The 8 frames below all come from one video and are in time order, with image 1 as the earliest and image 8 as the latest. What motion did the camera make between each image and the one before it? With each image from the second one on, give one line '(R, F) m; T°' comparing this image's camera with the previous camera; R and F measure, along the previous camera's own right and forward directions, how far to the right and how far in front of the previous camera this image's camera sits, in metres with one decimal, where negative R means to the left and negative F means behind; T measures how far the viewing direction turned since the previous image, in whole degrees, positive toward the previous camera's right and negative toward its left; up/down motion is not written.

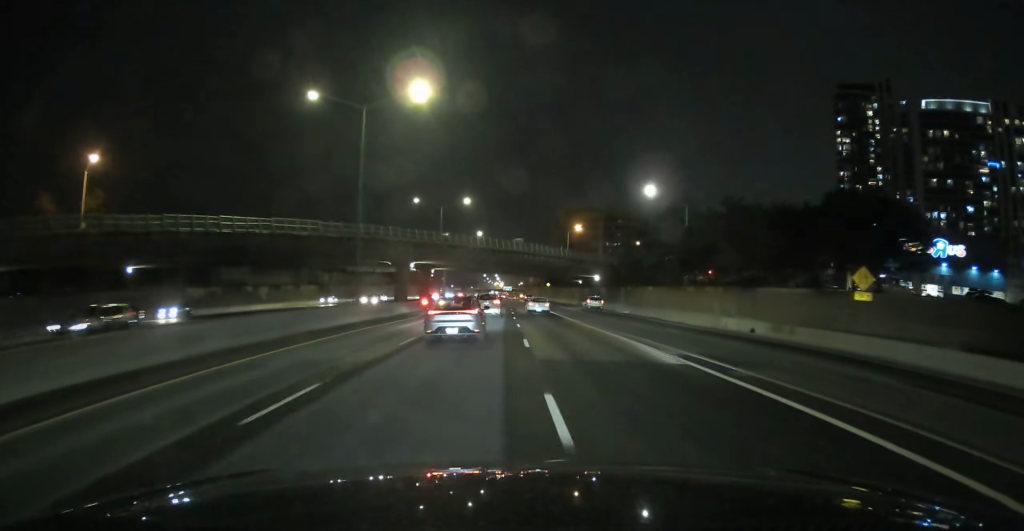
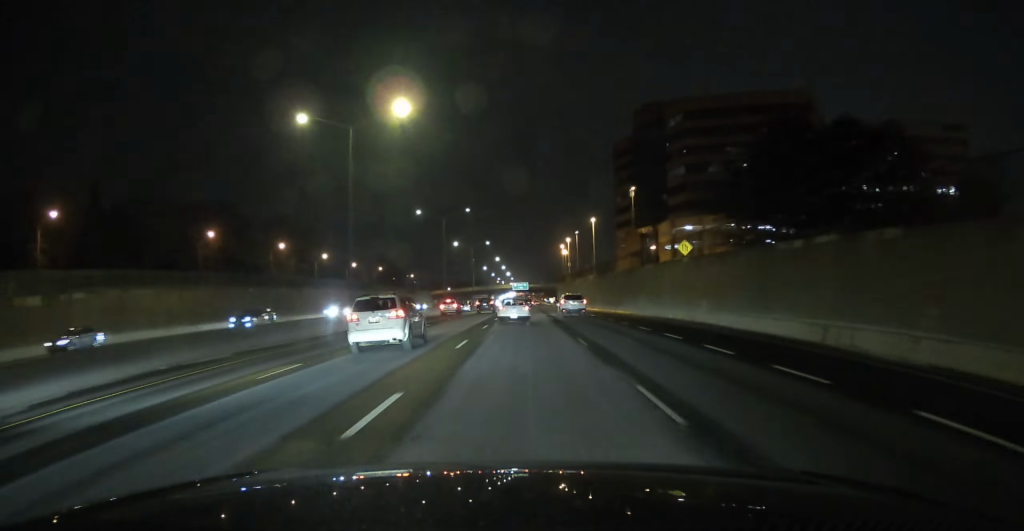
(-1.5, +180.3) m; -1°
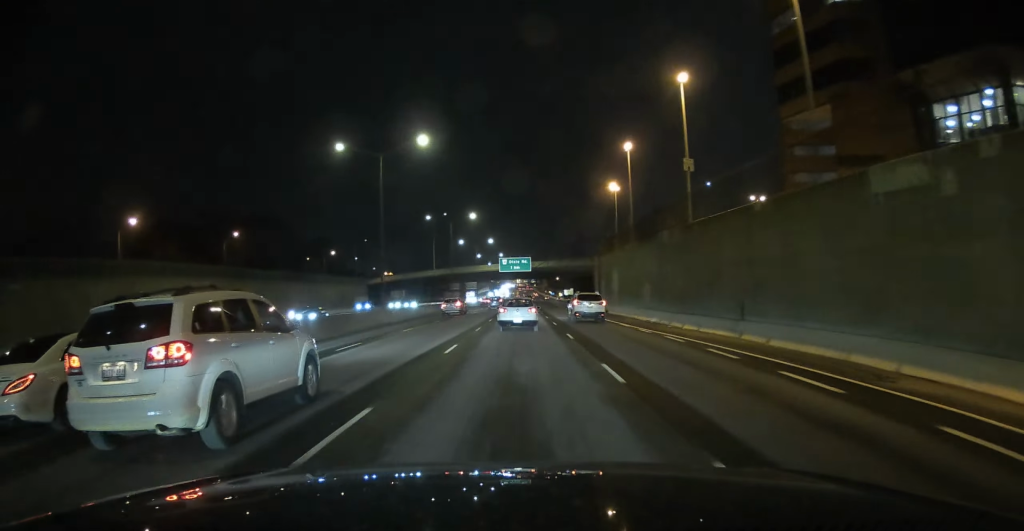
(-0.7, +107.7) m; 0°
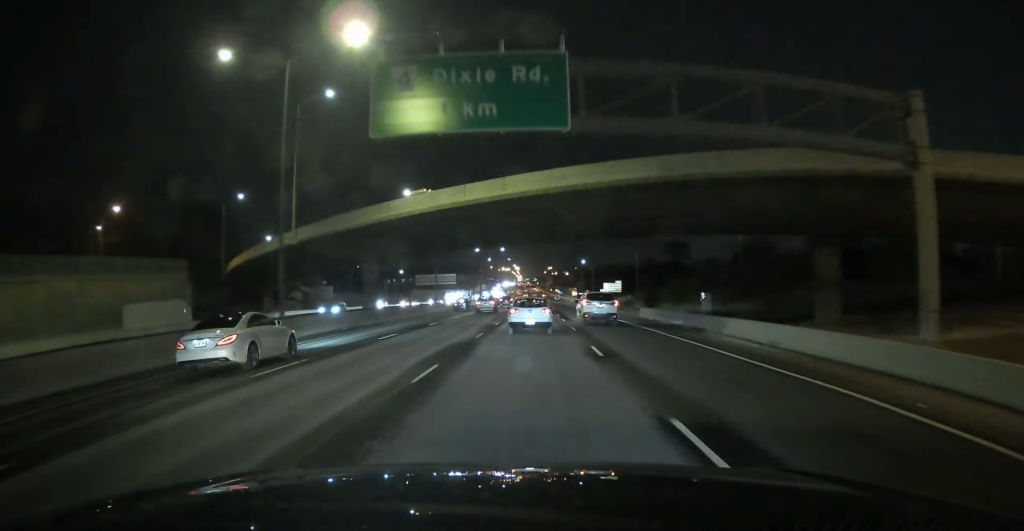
(+0.1, +87.9) m; 0°
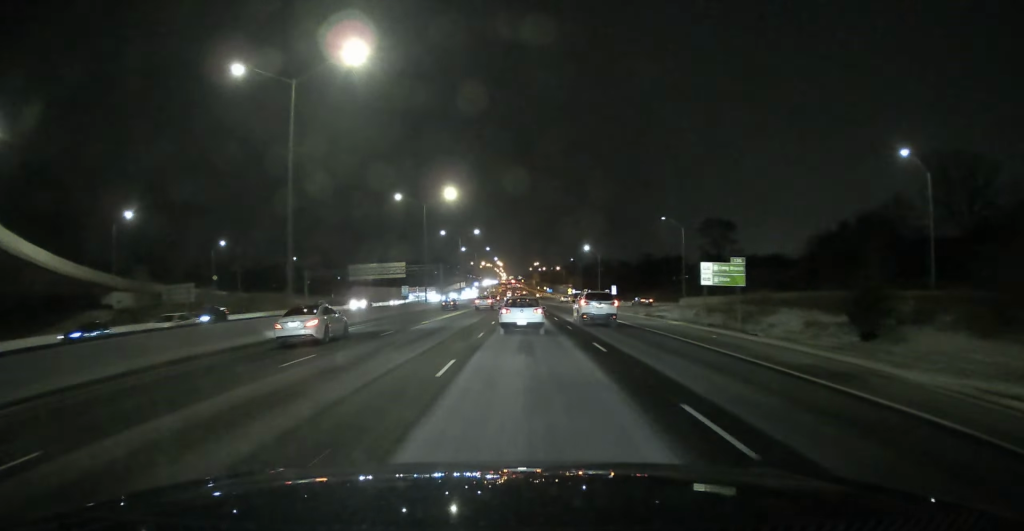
(+0.3, +57.6) m; 0°
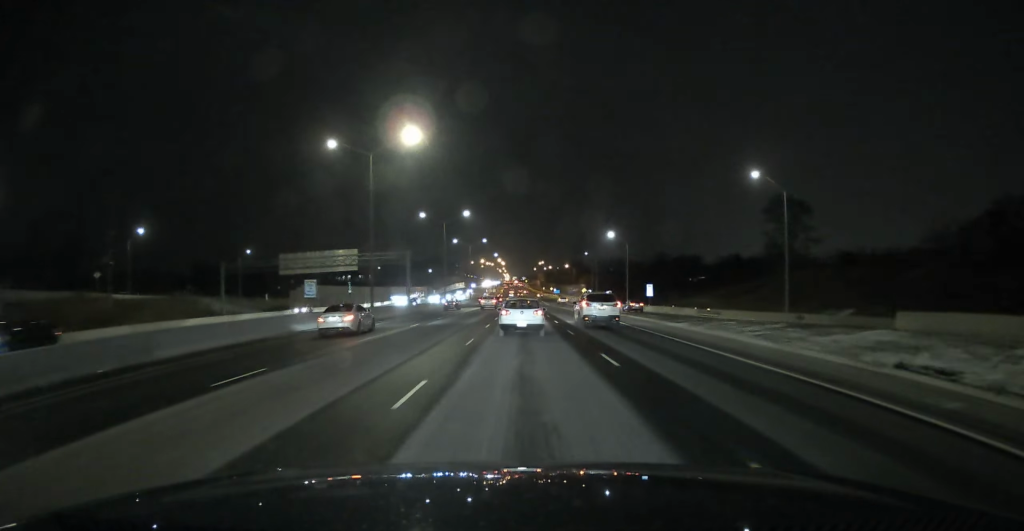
(+0.1, +38.8) m; 0°
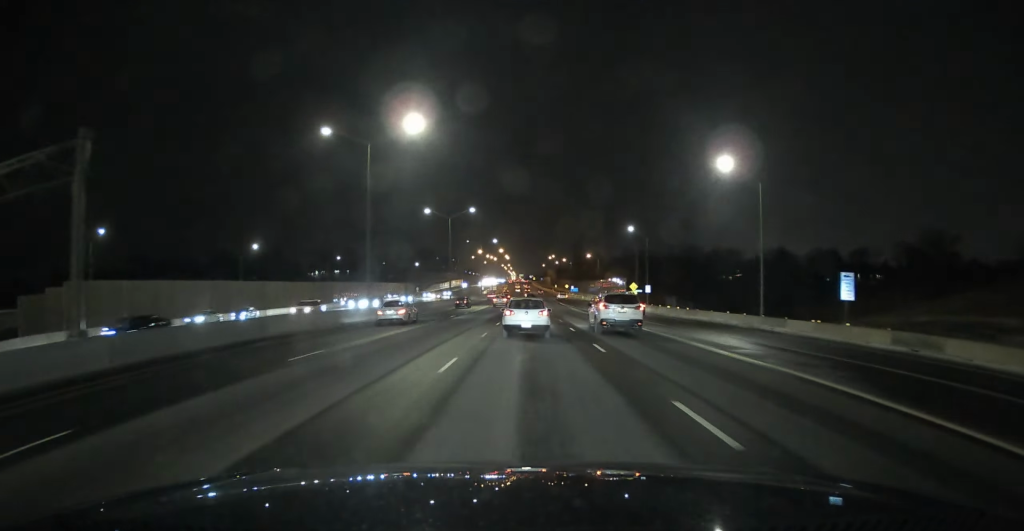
(+0.1, +67.1) m; 0°
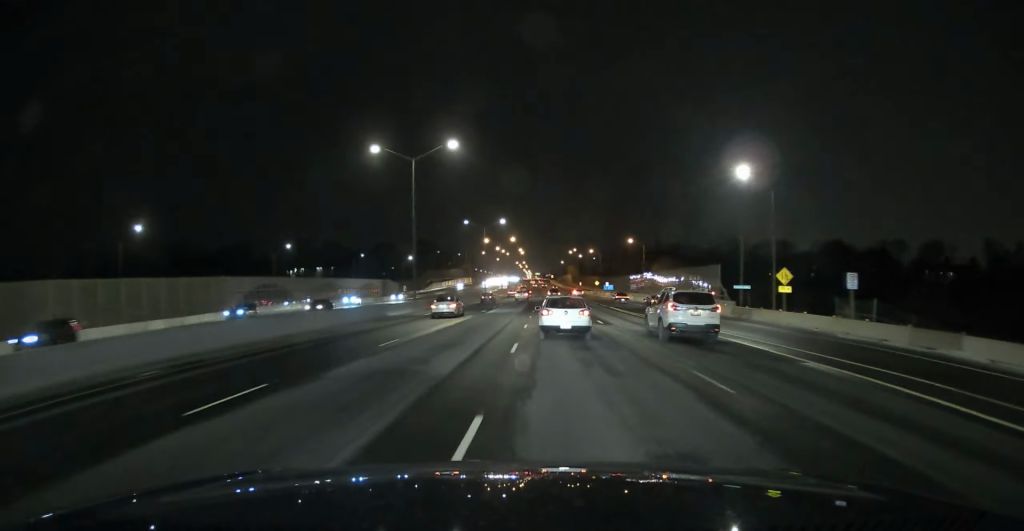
(-0.3, +54.5) m; 0°
